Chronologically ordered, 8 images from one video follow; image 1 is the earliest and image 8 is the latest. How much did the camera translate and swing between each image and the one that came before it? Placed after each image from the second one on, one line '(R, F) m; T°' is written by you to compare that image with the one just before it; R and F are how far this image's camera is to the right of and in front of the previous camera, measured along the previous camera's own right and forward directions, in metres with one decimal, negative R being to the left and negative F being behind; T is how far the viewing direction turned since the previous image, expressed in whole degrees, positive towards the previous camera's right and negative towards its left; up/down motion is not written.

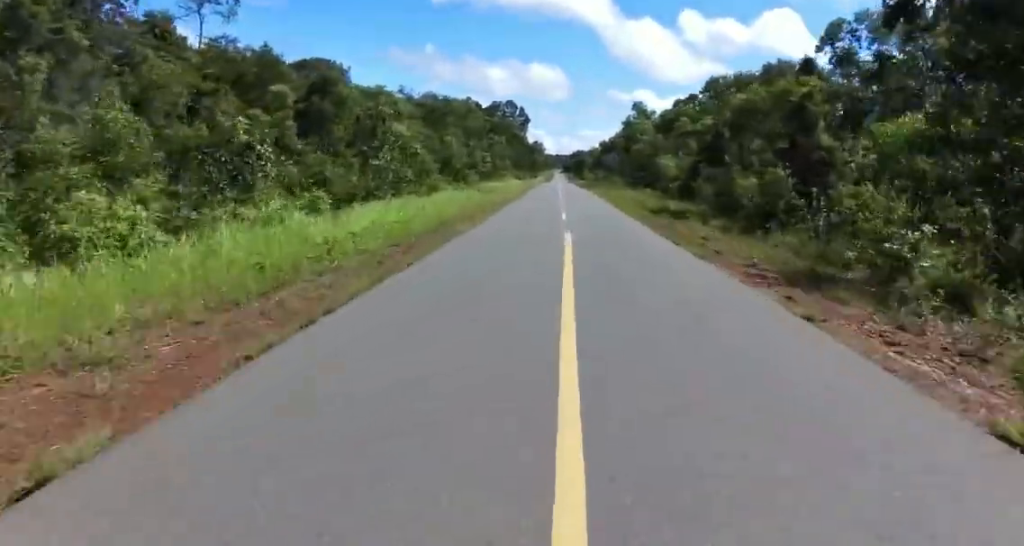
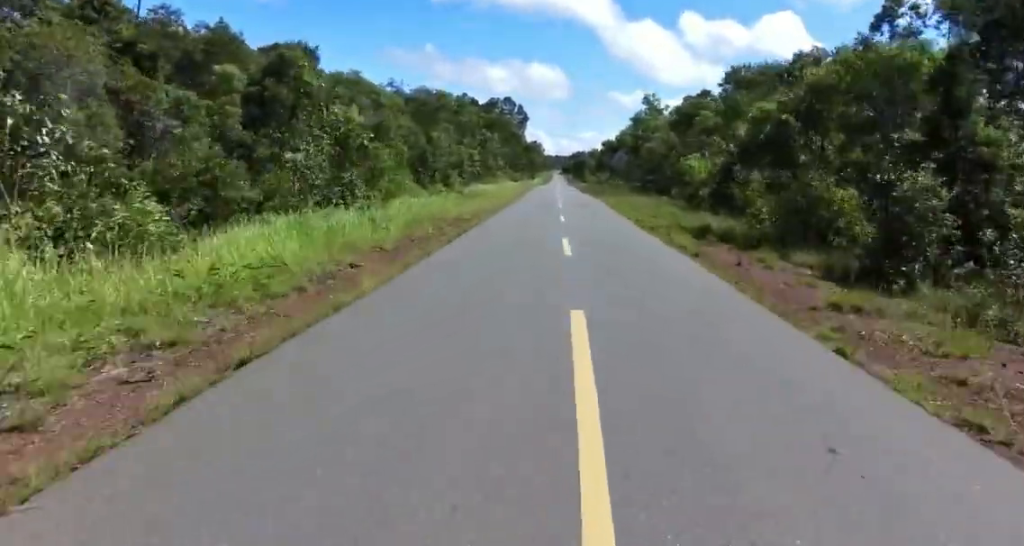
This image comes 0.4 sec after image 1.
(+0.2, +8.9) m; -3°
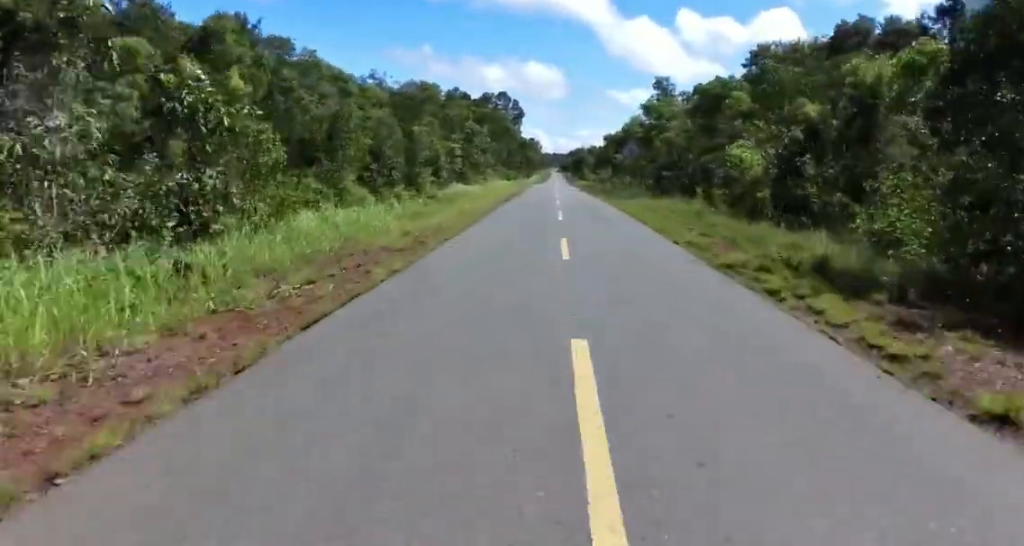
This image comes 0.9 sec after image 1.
(-0.6, +8.9) m; 0°
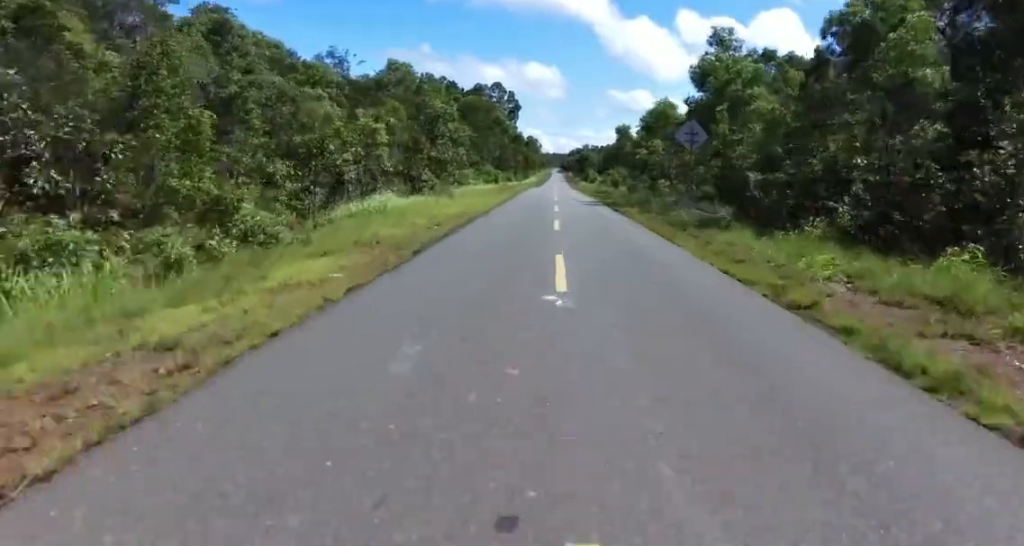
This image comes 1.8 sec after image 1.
(-0.8, +18.8) m; +2°
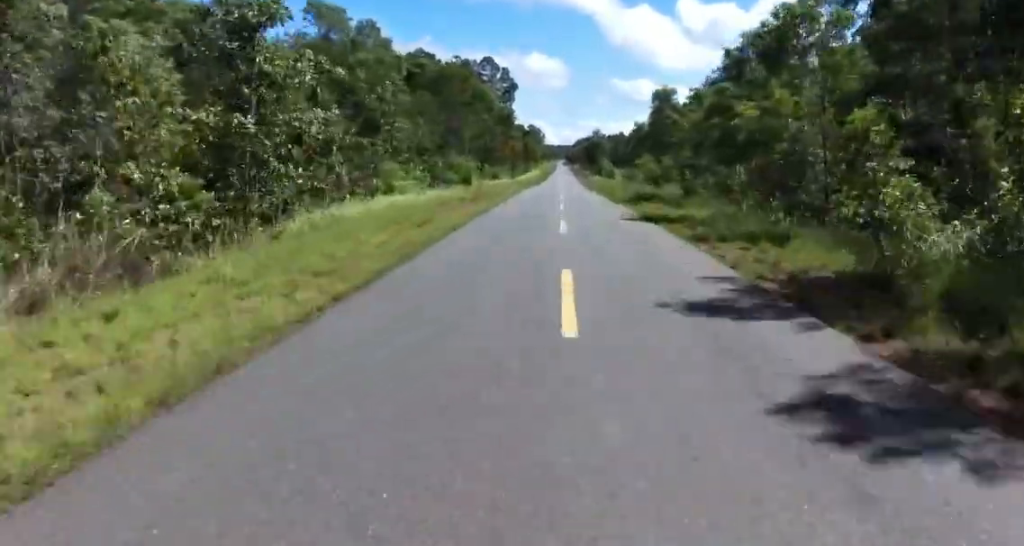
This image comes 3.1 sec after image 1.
(+1.6, +28.1) m; +1°
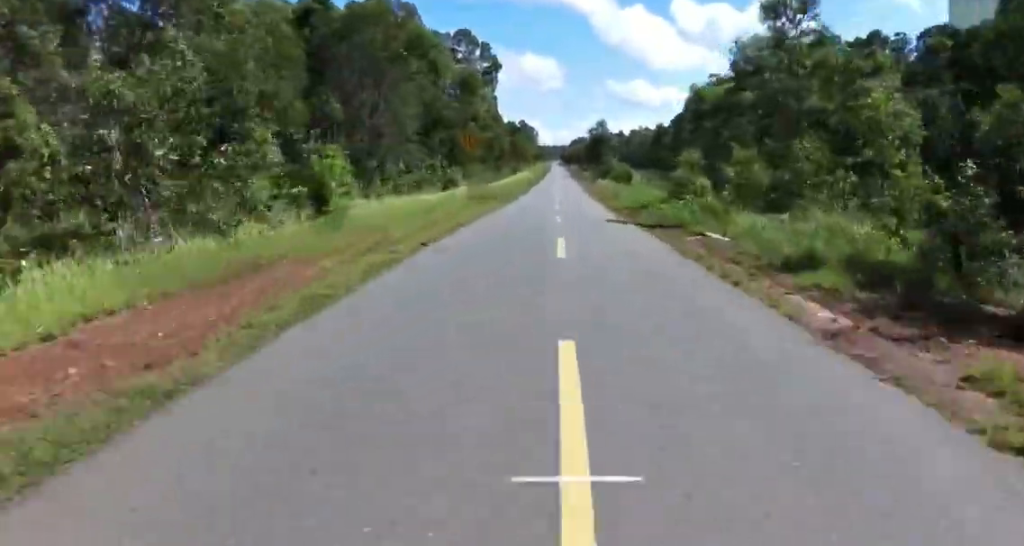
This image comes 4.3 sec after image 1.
(-0.8, +28.1) m; -1°
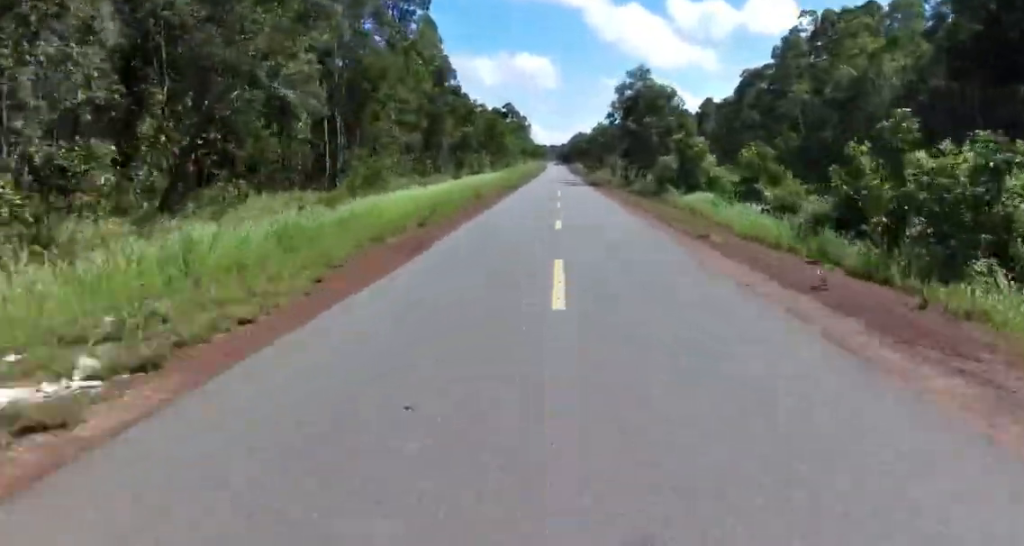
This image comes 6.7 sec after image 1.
(+0.8, +54.8) m; +1°
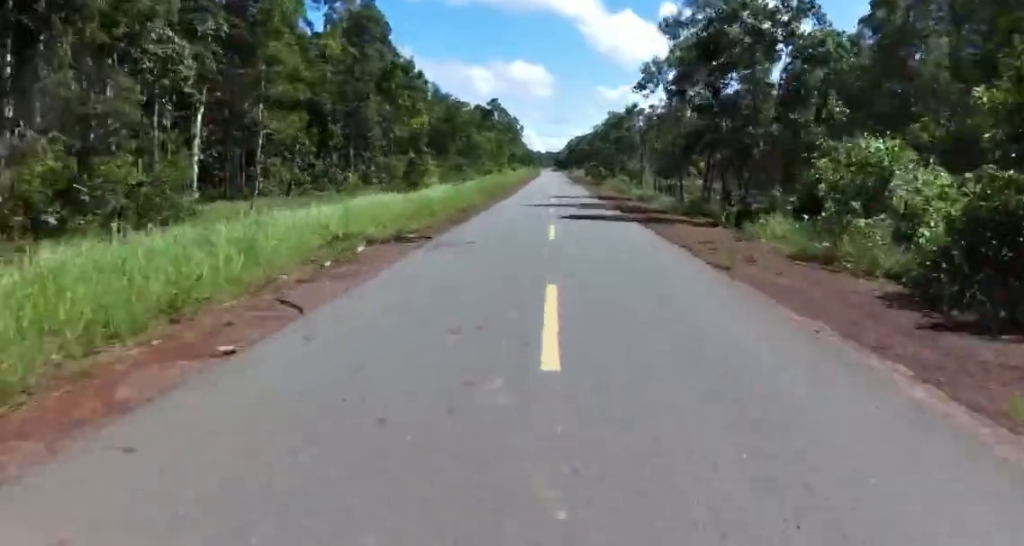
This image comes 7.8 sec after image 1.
(-0.1, +26.6) m; +1°
